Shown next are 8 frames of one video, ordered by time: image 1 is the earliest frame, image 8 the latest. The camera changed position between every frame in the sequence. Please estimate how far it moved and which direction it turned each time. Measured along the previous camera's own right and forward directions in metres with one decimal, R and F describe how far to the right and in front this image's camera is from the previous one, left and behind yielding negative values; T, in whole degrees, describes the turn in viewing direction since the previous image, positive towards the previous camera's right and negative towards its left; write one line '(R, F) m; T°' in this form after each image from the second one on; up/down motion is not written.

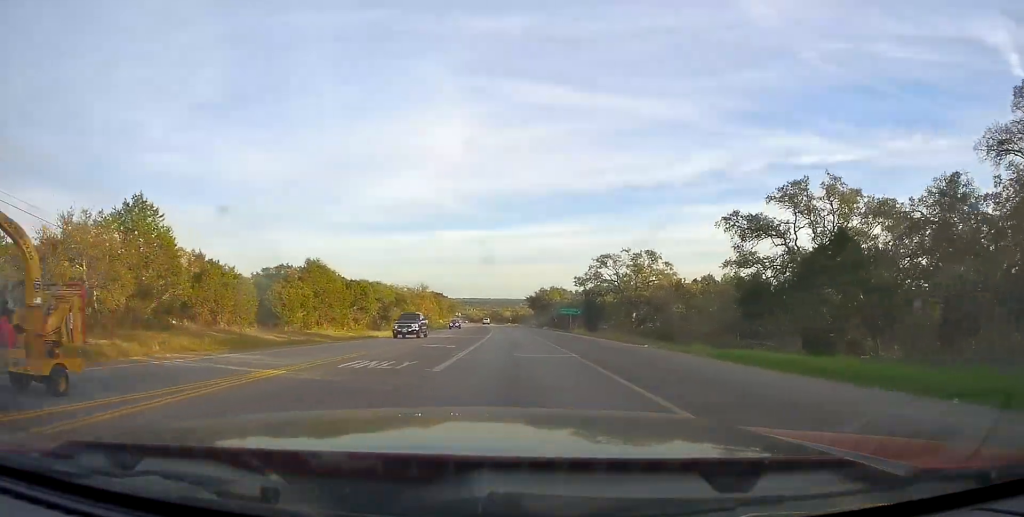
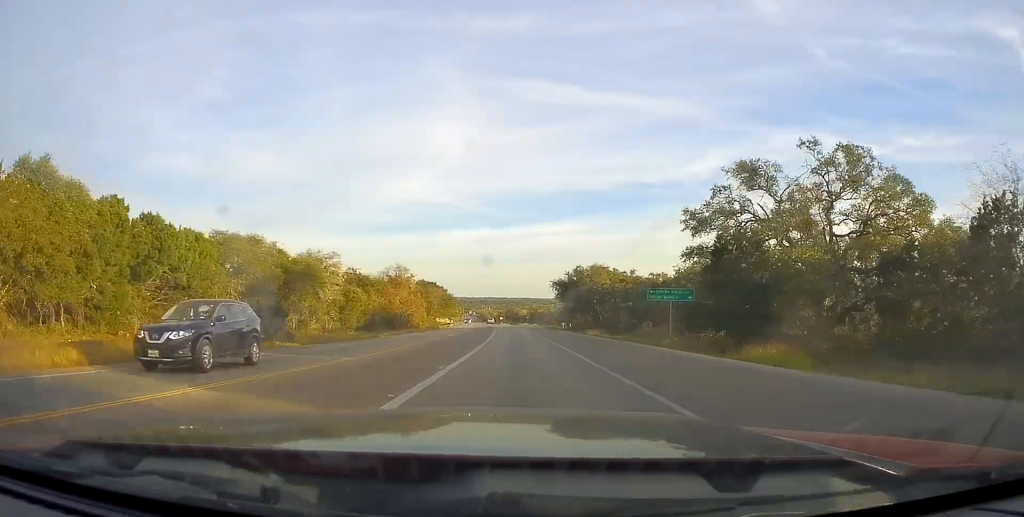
(0.0, +42.7) m; -1°
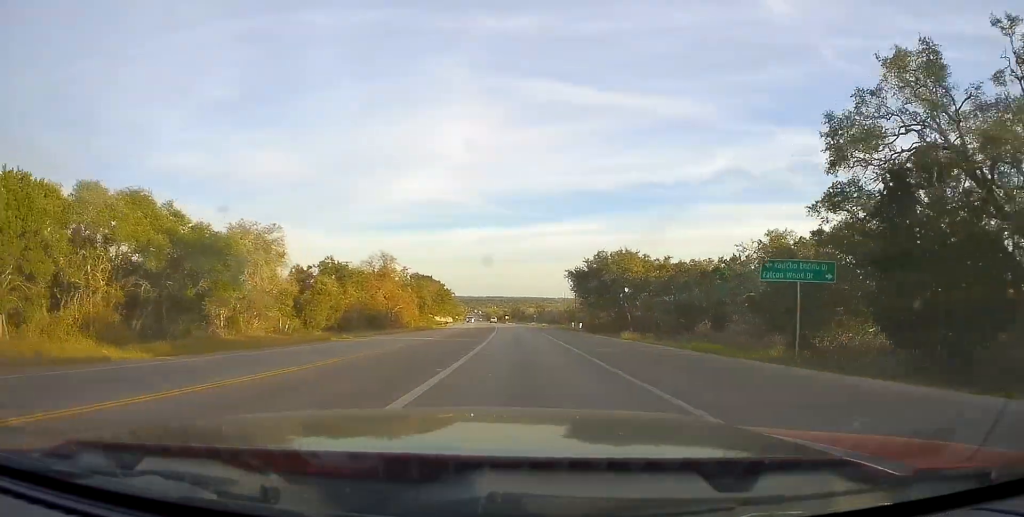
(-0.2, +14.1) m; -1°
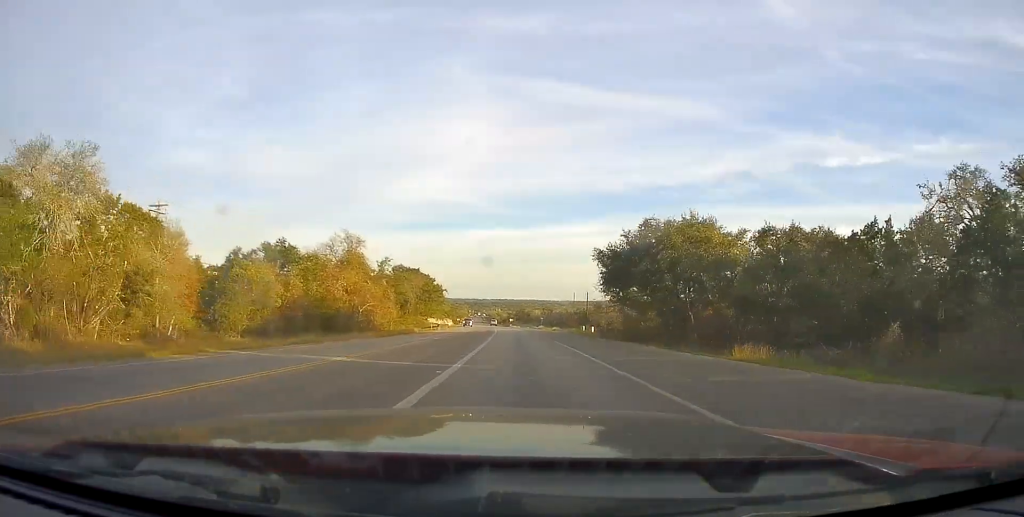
(-0.1, +19.0) m; -1°
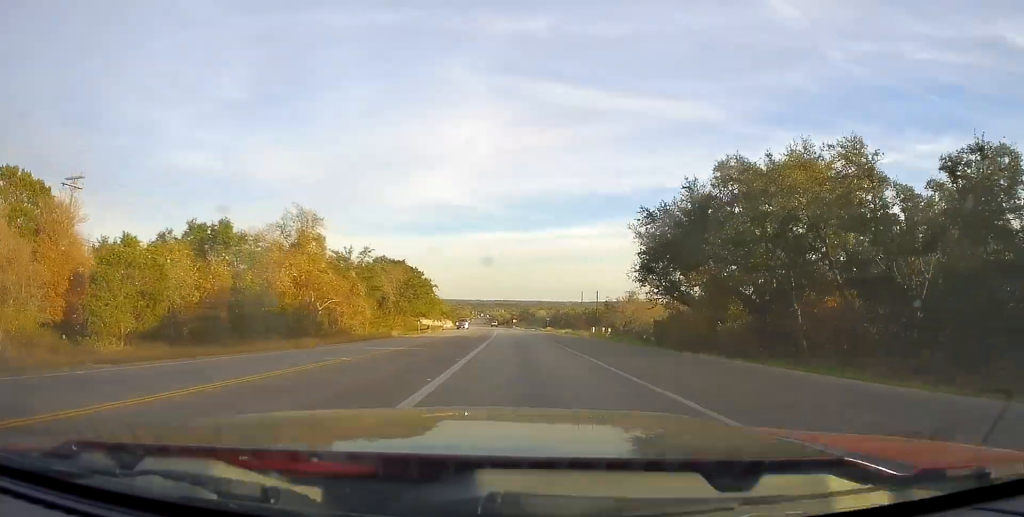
(0.0, +14.2) m; 0°
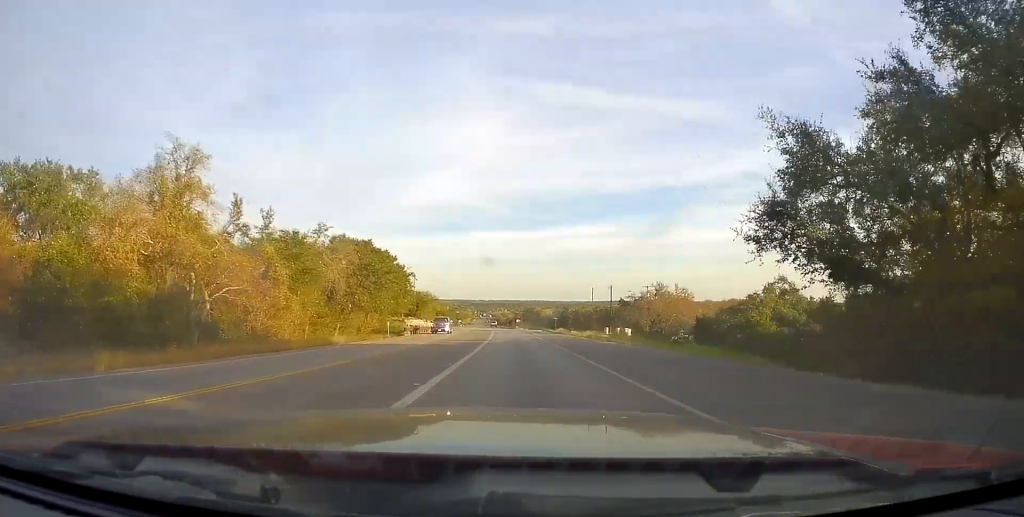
(-0.3, +19.1) m; 0°
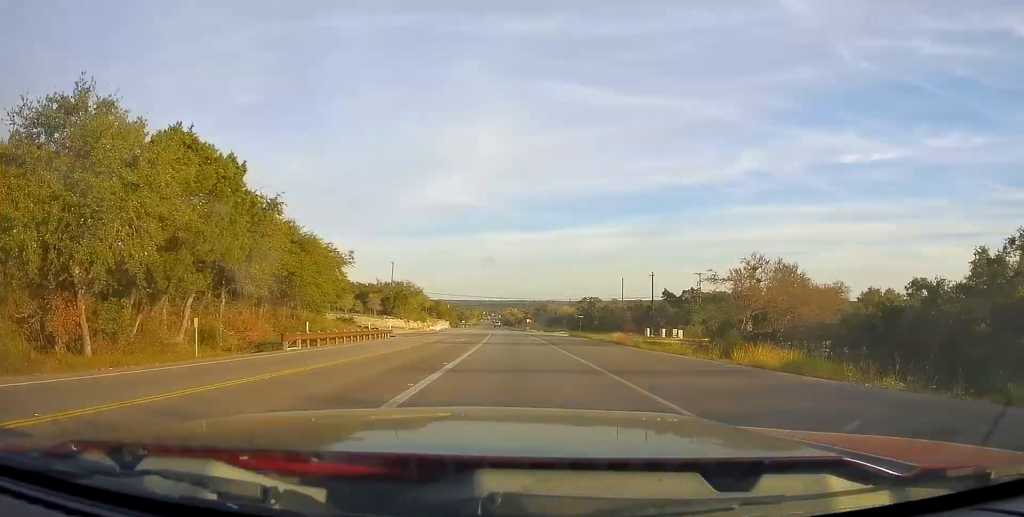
(0.0, +35.1) m; -1°
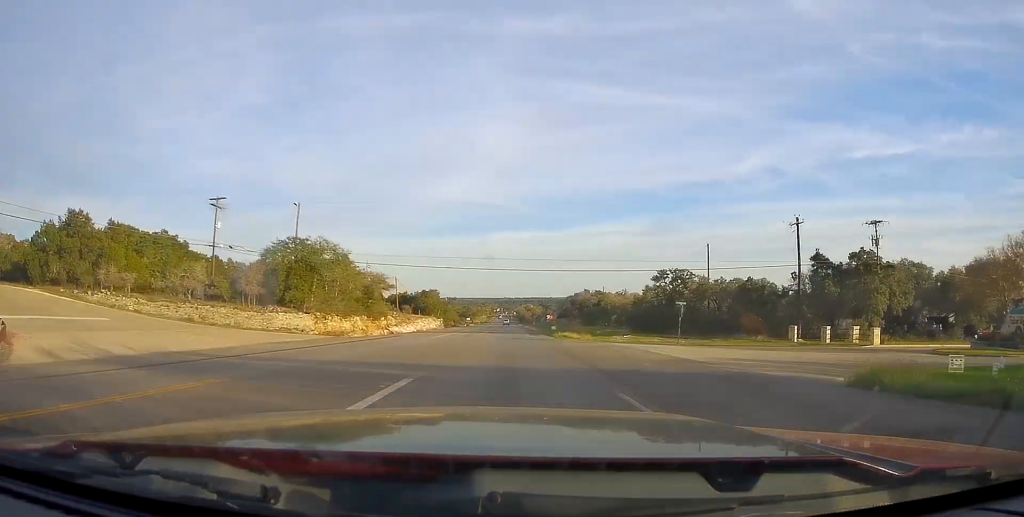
(-0.5, +53.7) m; -1°
